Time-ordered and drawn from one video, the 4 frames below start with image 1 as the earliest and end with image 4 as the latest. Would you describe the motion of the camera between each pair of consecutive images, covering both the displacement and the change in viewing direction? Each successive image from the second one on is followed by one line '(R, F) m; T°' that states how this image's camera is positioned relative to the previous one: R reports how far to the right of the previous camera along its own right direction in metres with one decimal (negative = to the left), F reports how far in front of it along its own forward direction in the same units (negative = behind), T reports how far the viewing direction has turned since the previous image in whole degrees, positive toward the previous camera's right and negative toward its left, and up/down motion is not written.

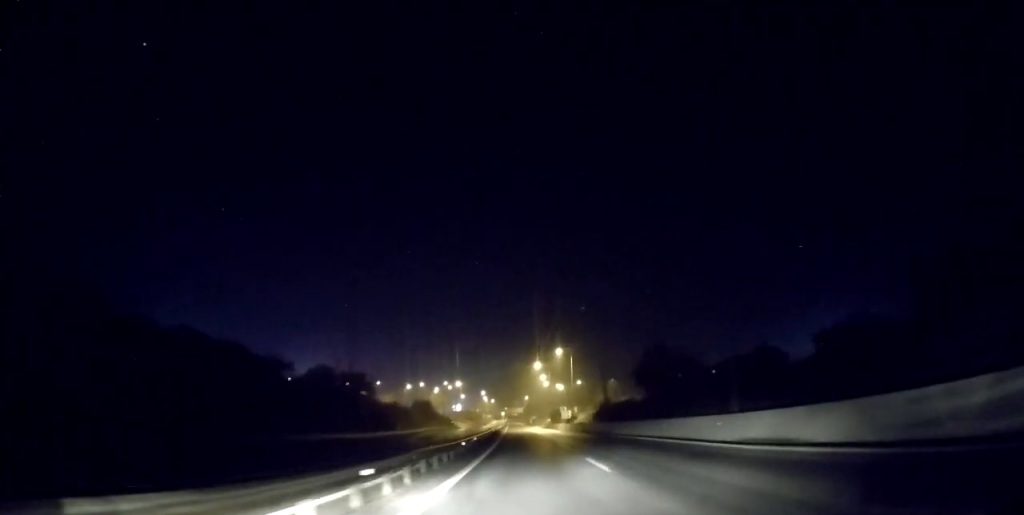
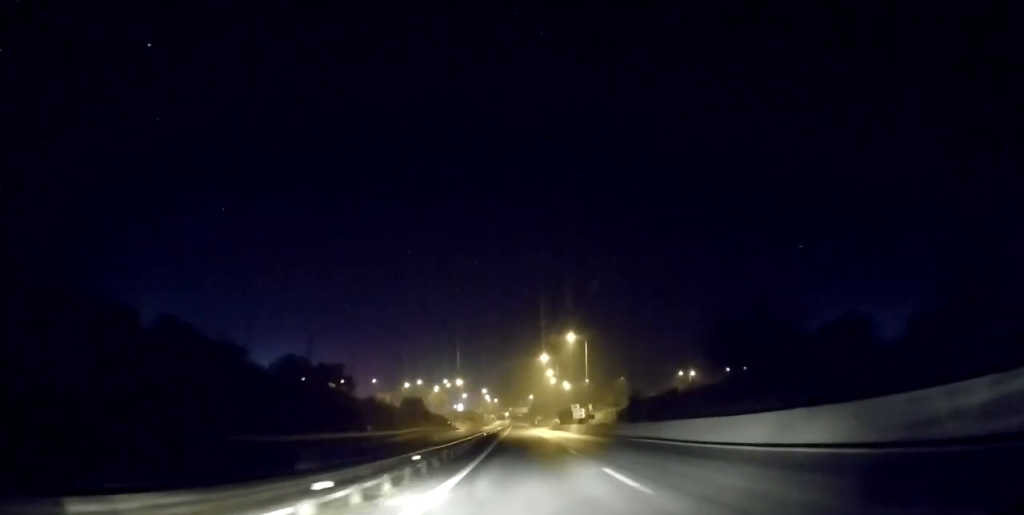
(-0.2, +15.9) m; -1°
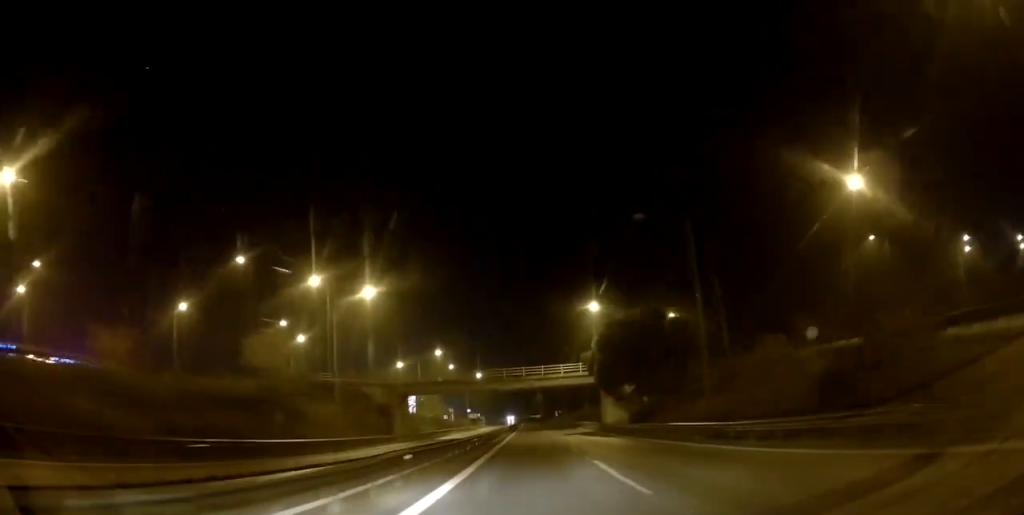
(-0.1, +201.4) m; 0°
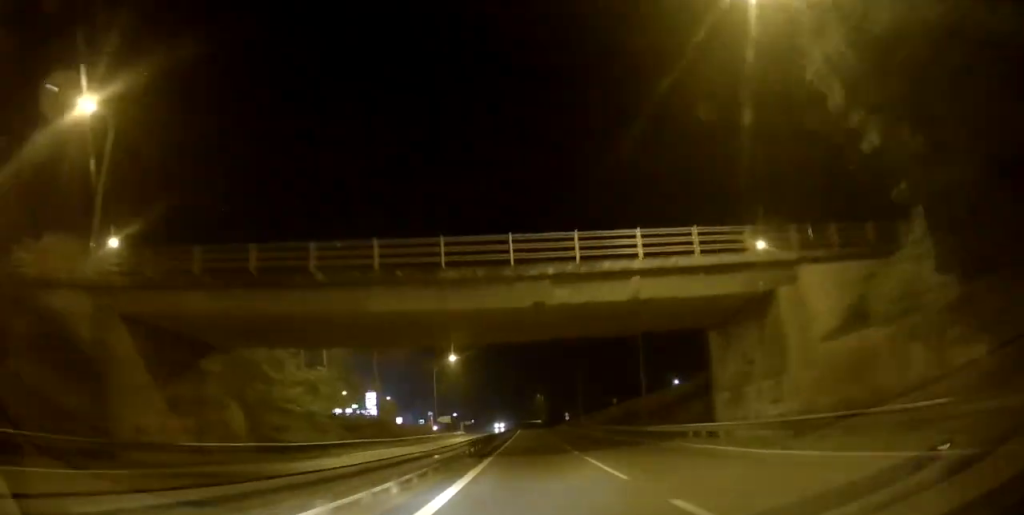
(0.0, +44.6) m; -1°
